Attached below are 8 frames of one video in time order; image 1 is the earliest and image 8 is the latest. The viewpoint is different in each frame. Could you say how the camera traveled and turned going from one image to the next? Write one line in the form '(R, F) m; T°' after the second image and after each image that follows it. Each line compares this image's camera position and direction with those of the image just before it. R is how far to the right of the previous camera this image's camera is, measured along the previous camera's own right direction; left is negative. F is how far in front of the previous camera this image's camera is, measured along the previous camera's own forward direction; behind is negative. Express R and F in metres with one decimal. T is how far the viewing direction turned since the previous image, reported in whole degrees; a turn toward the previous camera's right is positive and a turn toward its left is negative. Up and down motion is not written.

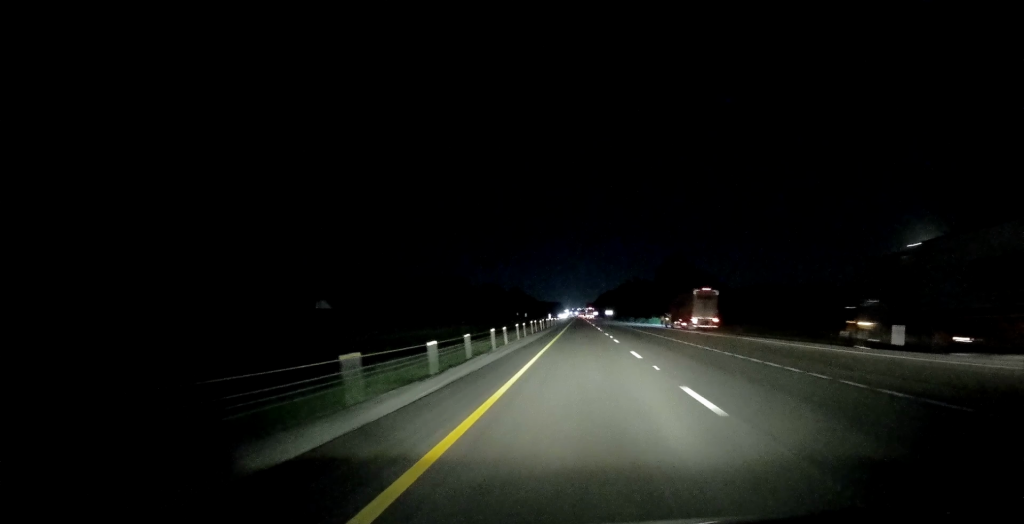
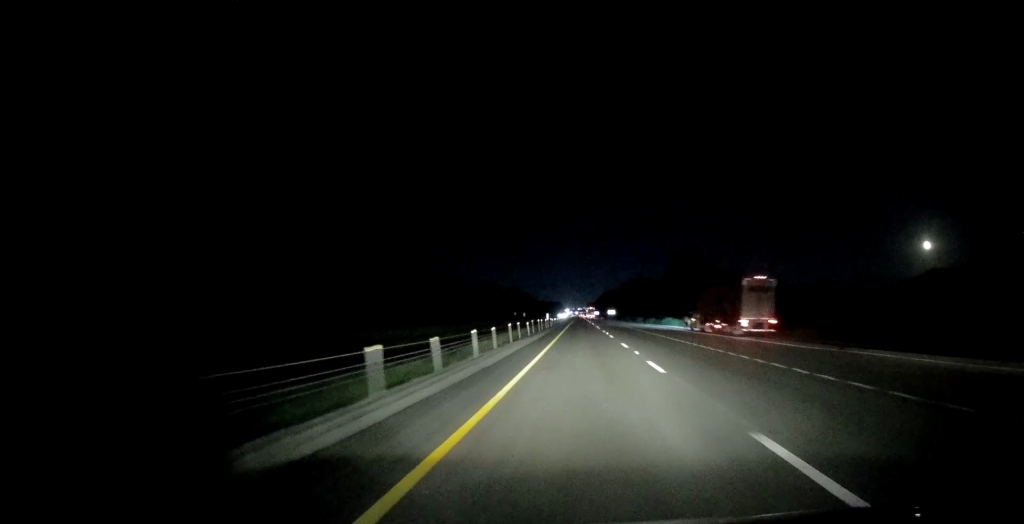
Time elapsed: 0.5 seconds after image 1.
(-0.2, +17.4) m; 0°
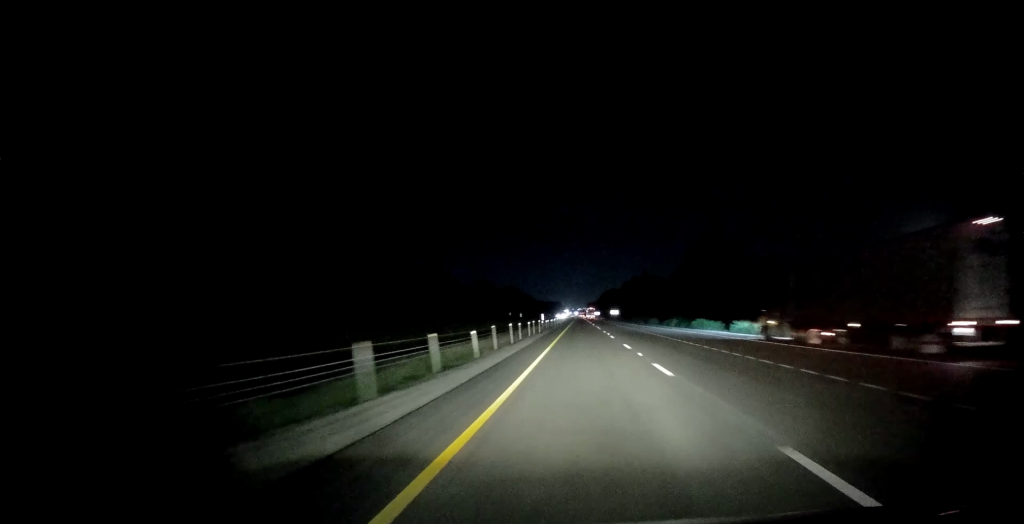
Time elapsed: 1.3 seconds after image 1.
(-0.2, +24.9) m; 0°
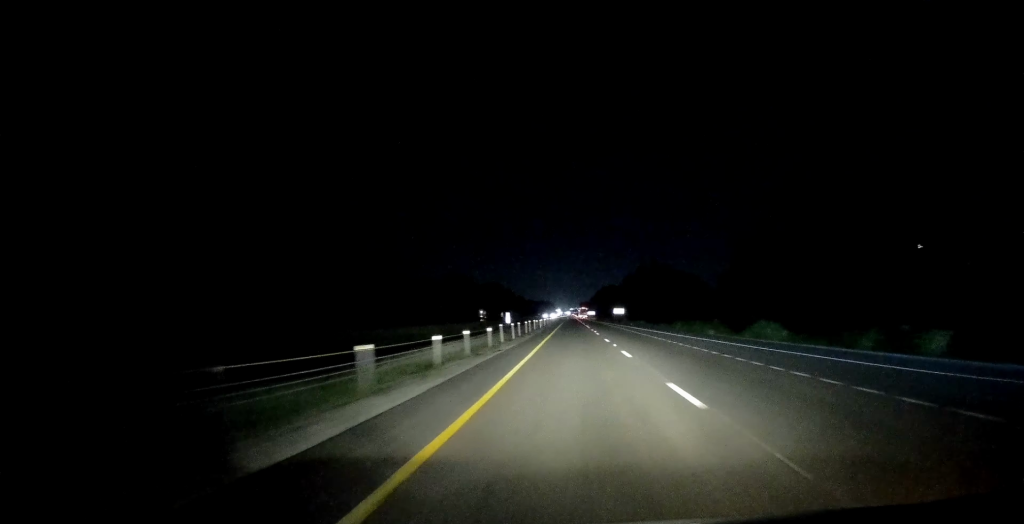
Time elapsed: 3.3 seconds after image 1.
(+0.7, +65.9) m; 0°
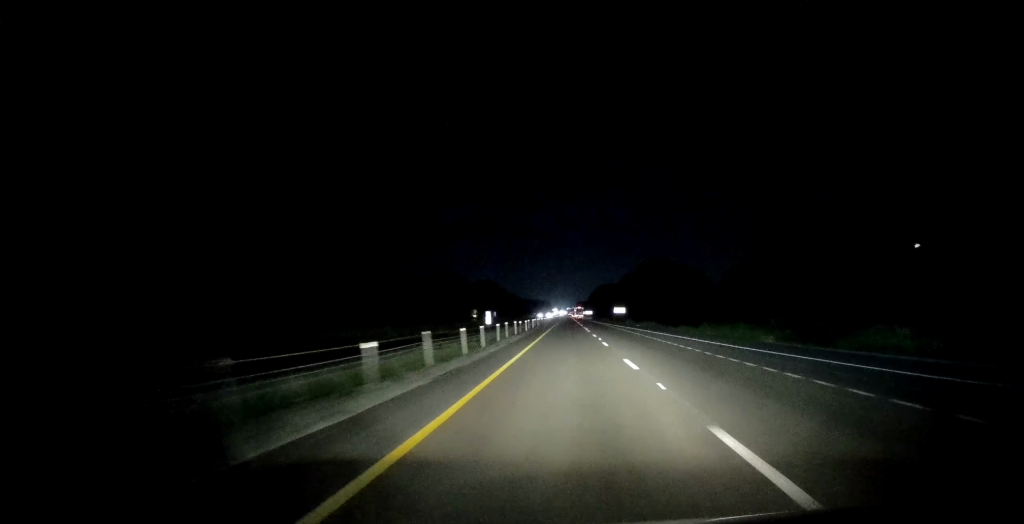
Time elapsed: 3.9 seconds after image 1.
(-0.4, +17.2) m; 0°
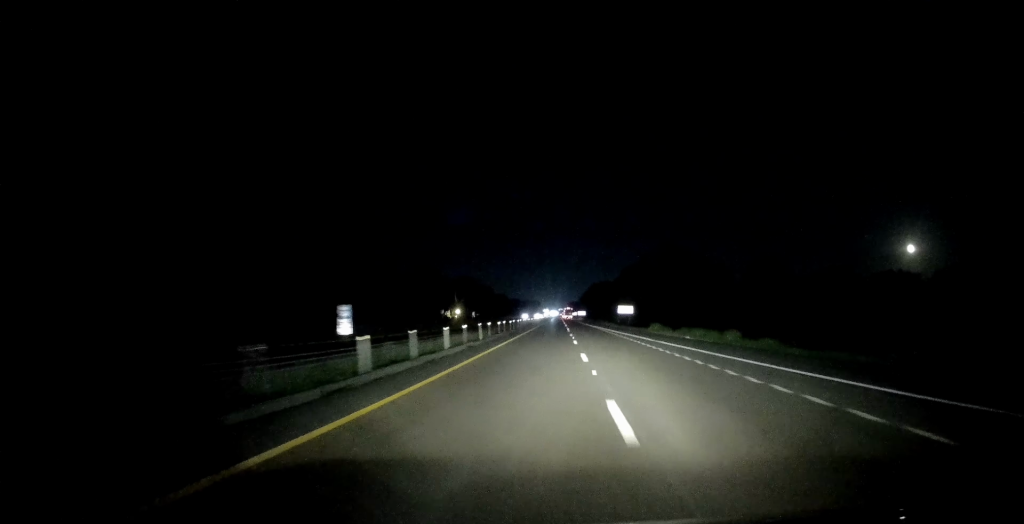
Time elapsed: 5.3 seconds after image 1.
(+0.7, +46.6) m; +1°
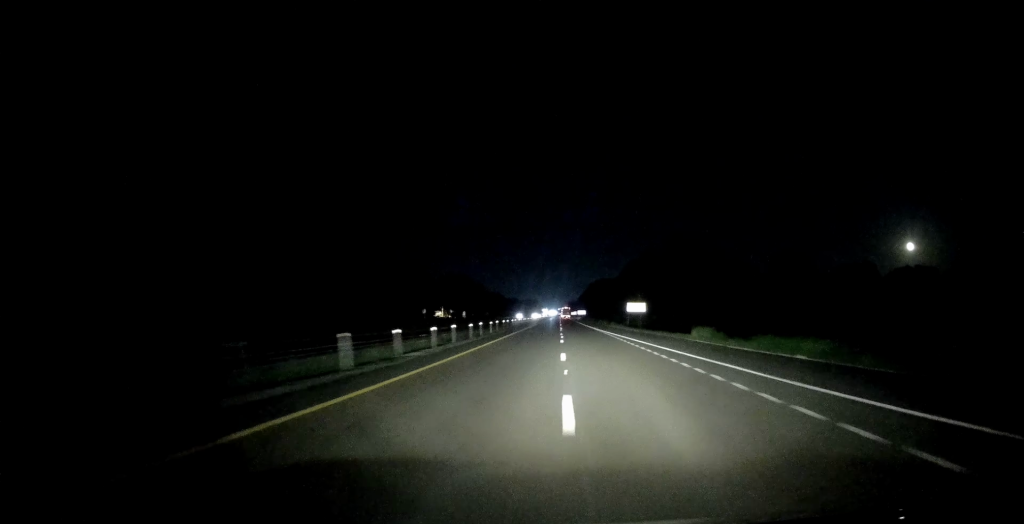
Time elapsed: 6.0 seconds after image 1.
(-0.2, +23.9) m; 0°
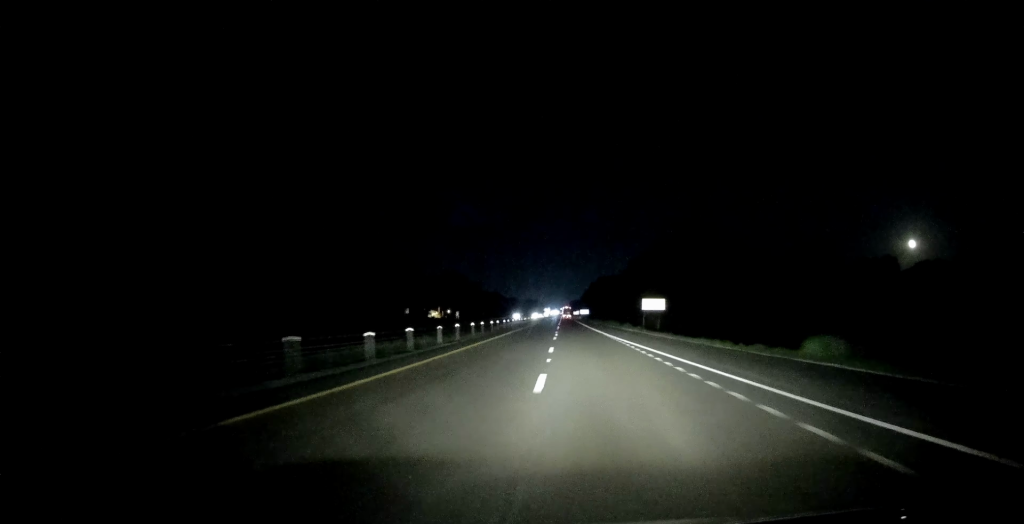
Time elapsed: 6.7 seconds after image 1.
(0.0, +20.5) m; 0°
